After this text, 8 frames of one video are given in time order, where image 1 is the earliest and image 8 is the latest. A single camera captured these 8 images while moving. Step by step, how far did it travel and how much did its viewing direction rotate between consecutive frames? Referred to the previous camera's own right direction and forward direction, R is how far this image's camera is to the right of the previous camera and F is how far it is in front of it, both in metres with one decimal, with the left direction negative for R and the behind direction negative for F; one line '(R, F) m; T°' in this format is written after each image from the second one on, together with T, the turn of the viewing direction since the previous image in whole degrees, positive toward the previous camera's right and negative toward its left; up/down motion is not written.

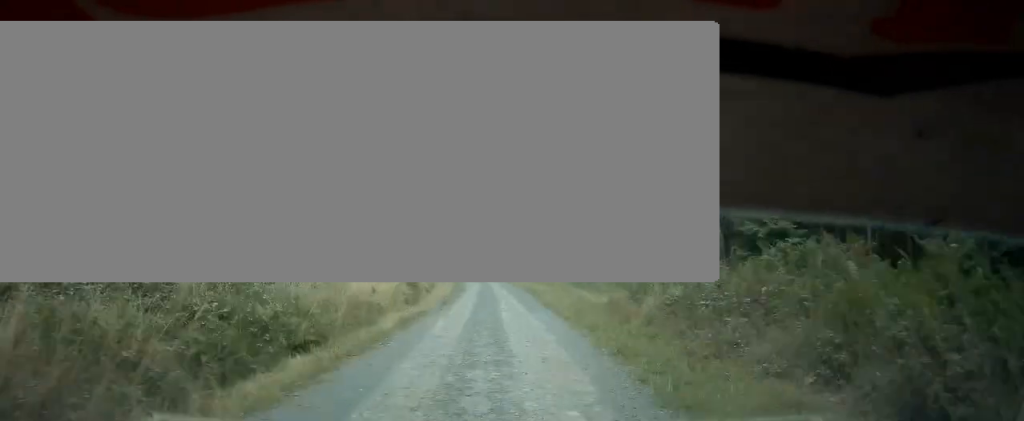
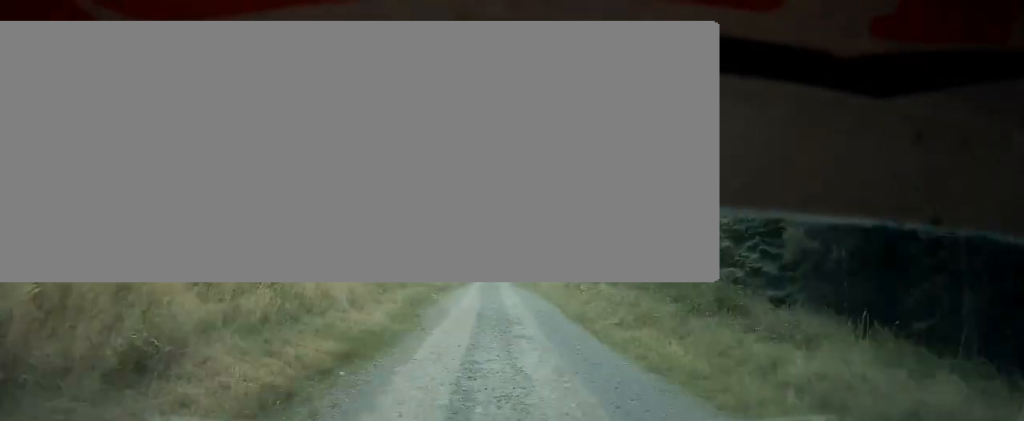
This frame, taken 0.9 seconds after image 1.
(+0.3, +31.3) m; +1°
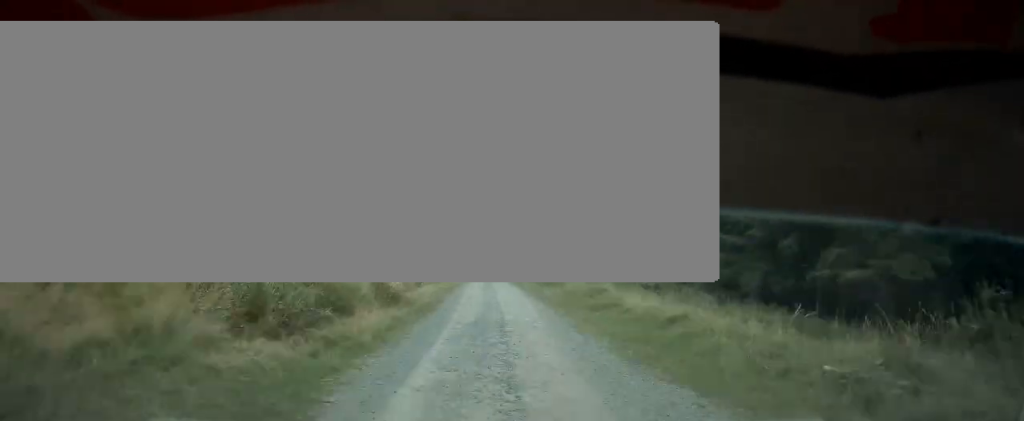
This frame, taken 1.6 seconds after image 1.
(0.0, +28.9) m; 0°
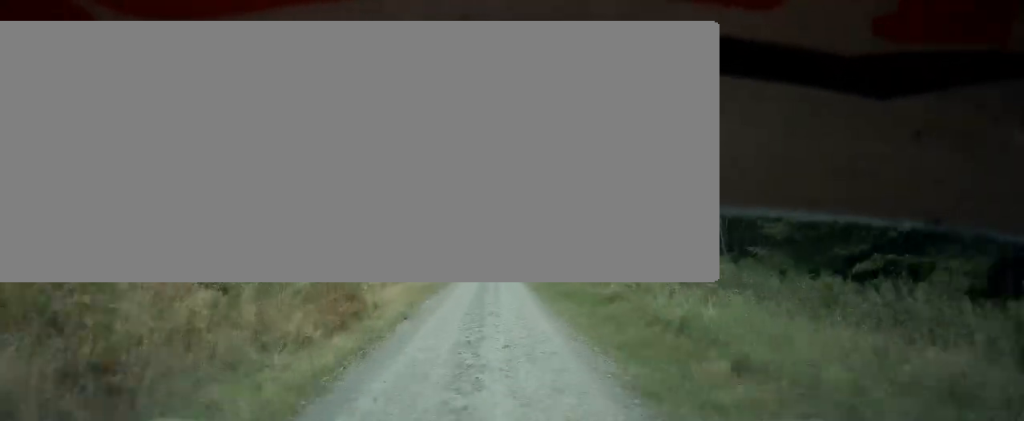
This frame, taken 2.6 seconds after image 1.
(-0.2, +36.6) m; -1°
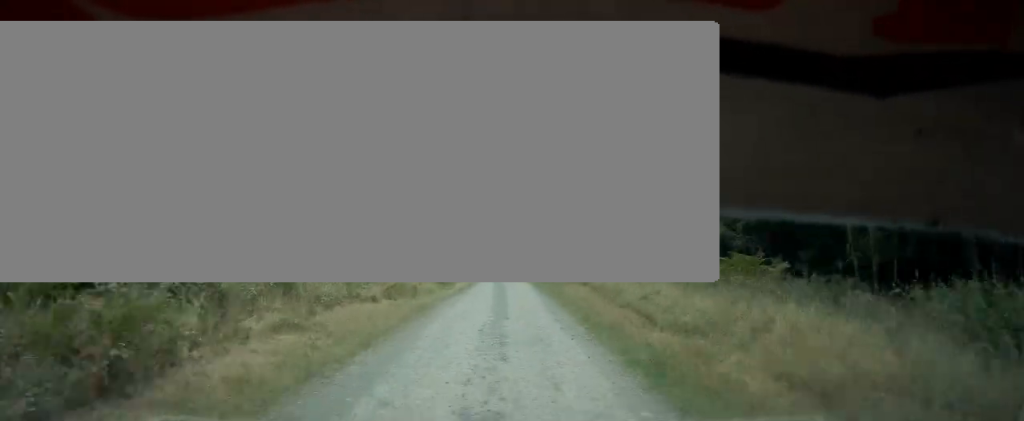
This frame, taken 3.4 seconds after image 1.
(-0.6, +33.5) m; -1°
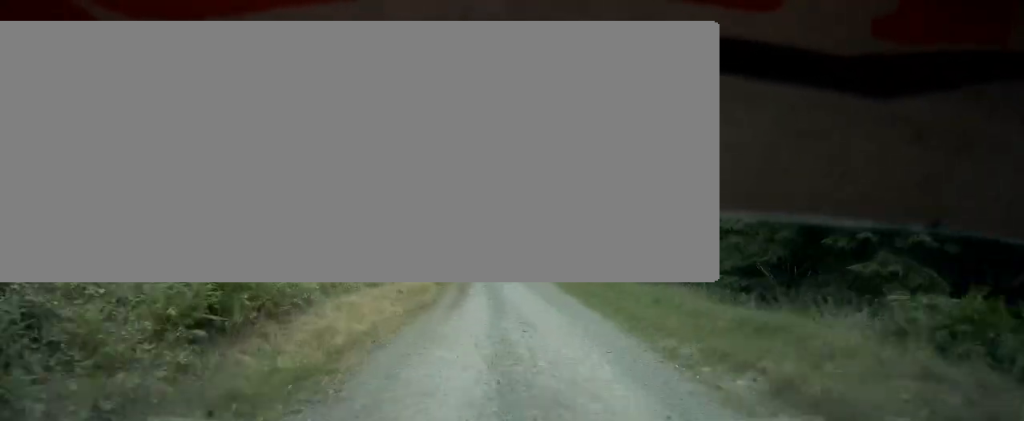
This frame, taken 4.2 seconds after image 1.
(+0.1, +33.8) m; -2°
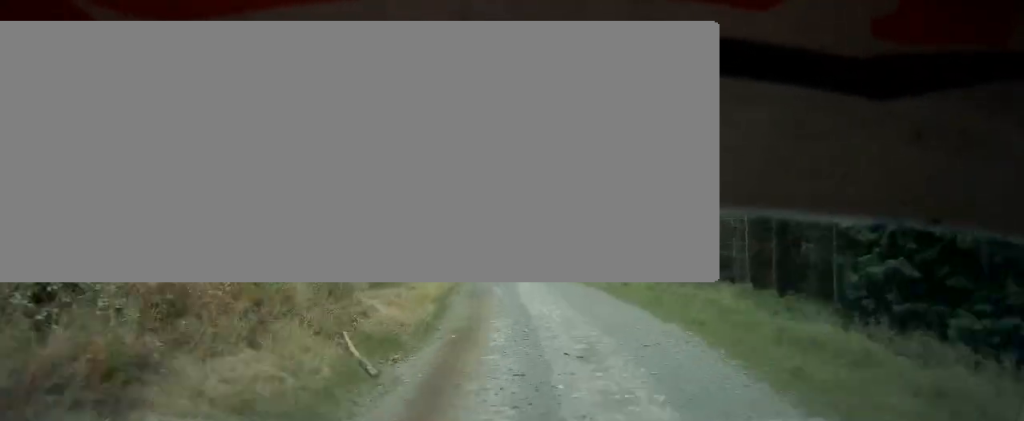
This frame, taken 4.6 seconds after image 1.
(-0.4, +16.0) m; -2°
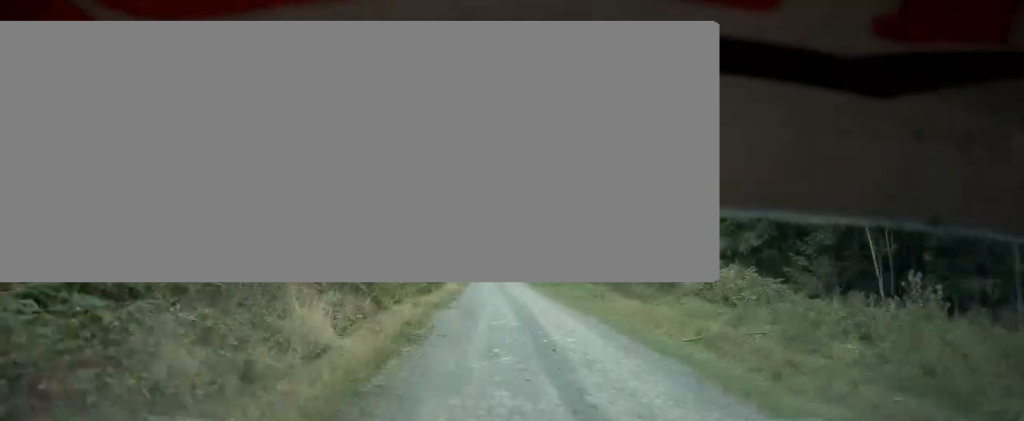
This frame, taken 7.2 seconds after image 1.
(-11.3, +98.1) m; -12°
